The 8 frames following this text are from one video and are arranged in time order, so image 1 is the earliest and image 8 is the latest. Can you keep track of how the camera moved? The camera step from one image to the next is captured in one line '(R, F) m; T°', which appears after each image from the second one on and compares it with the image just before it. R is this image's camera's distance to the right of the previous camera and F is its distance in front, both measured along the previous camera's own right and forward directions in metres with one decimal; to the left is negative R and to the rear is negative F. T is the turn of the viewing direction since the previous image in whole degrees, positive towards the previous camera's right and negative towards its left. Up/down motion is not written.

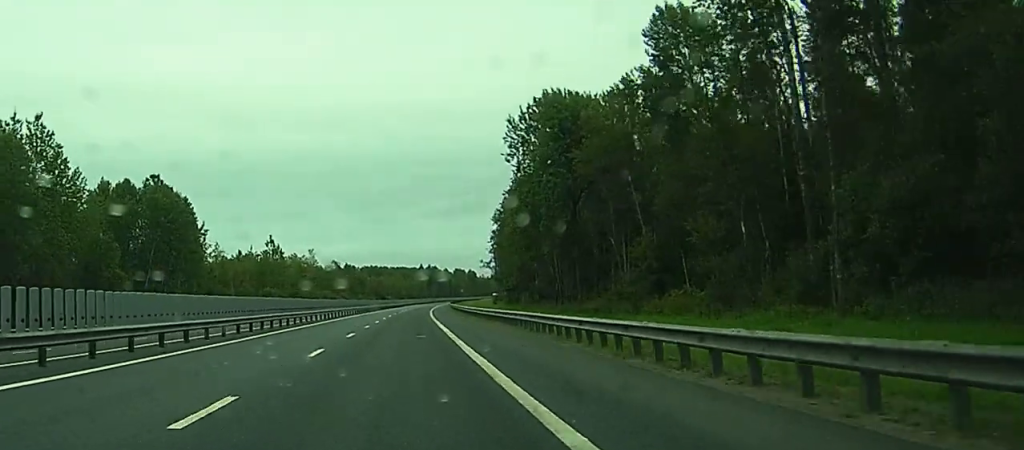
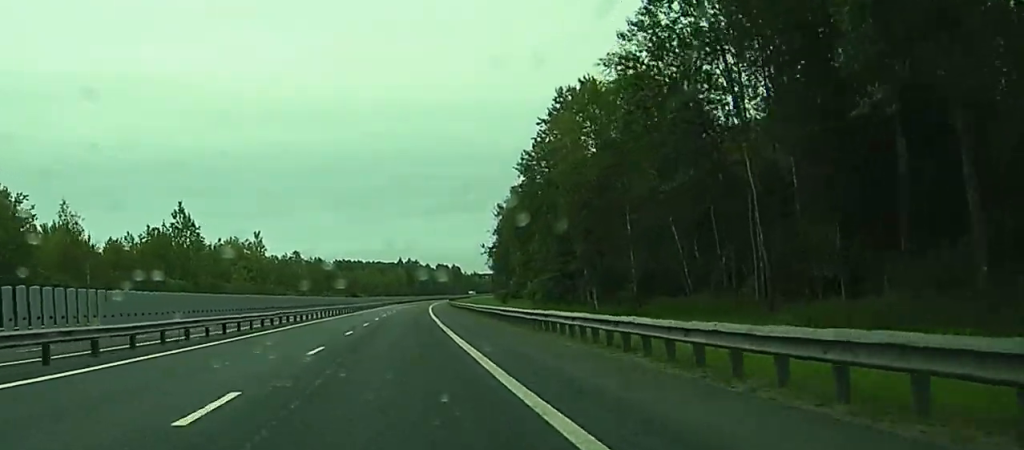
(+0.9, +70.4) m; +1°
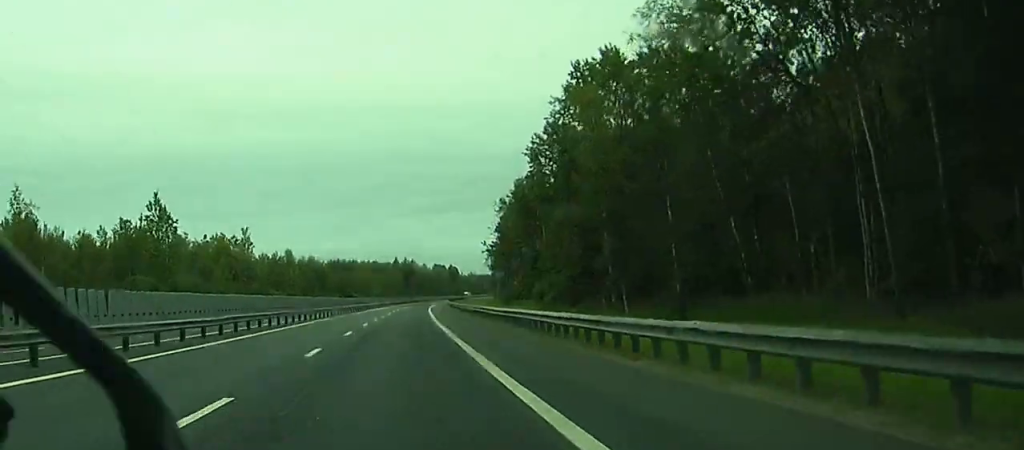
(0.0, +12.5) m; 0°
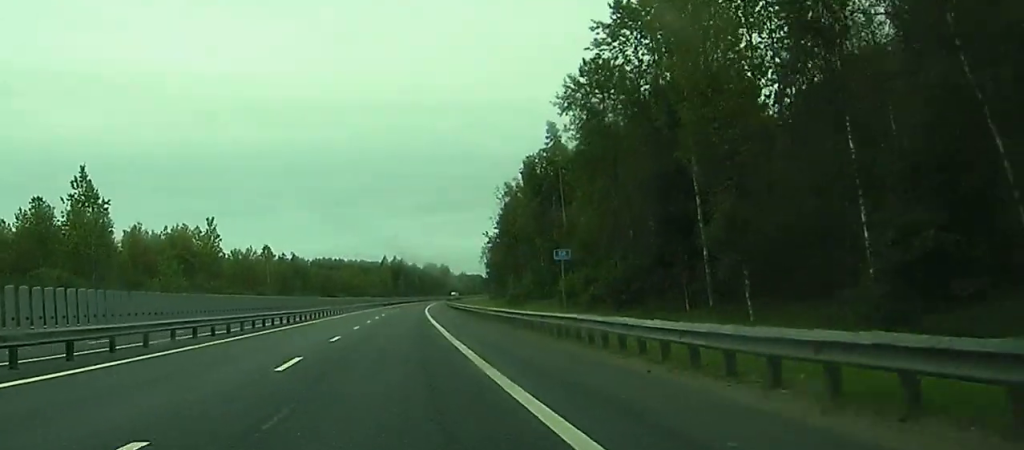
(0.0, +27.6) m; 0°
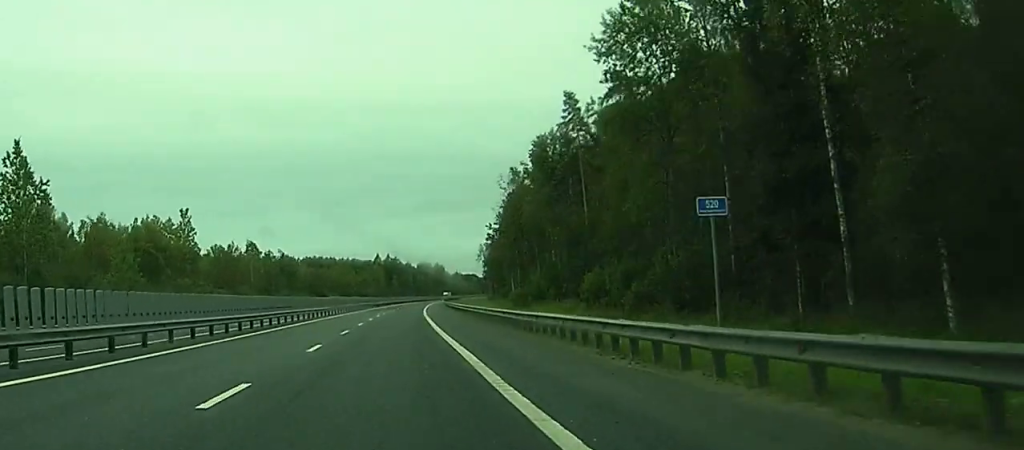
(+0.1, +17.8) m; 0°
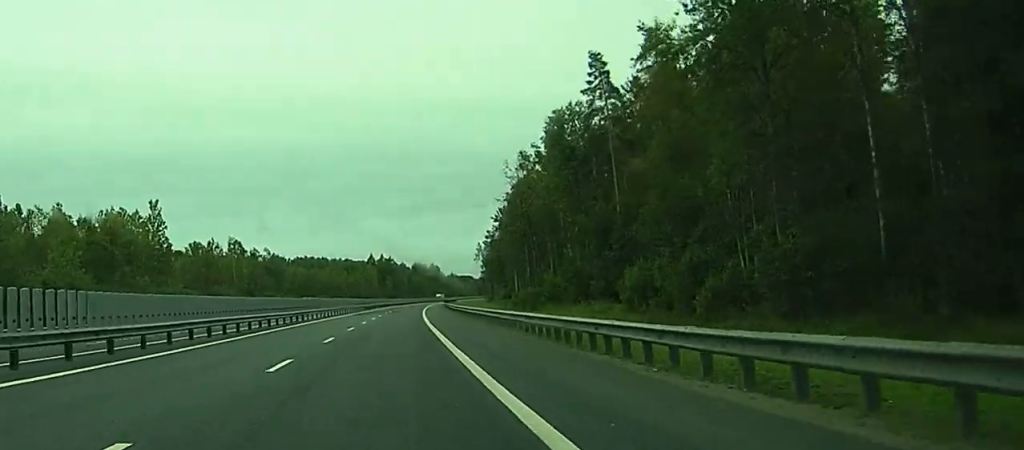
(+0.1, +17.7) m; 0°
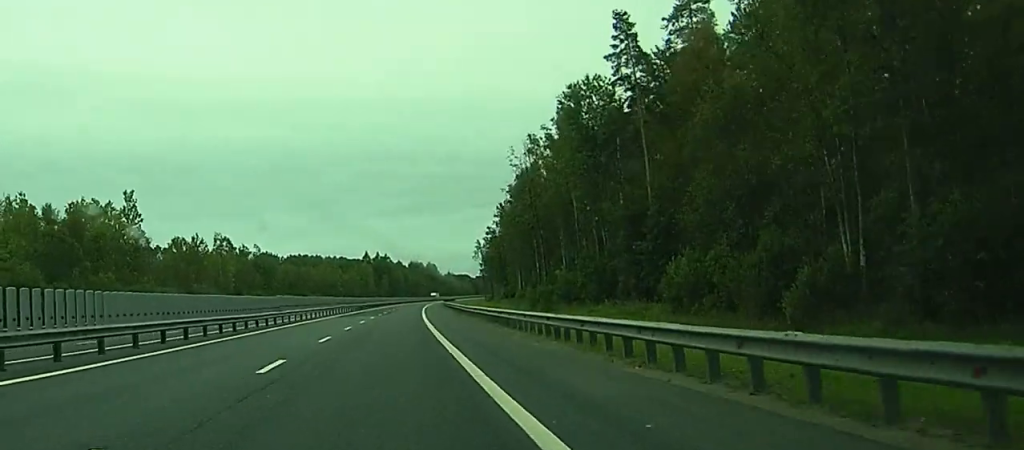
(0.0, +12.4) m; 0°
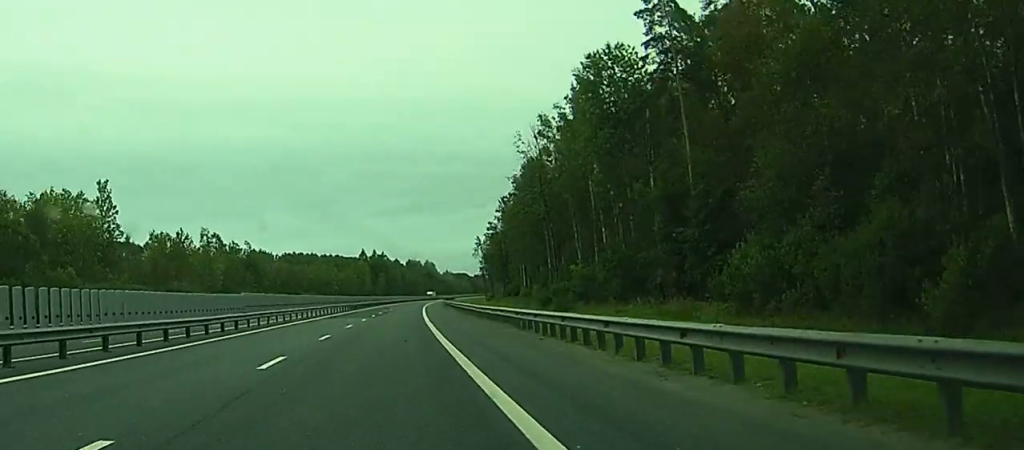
(0.0, +11.5) m; 0°
